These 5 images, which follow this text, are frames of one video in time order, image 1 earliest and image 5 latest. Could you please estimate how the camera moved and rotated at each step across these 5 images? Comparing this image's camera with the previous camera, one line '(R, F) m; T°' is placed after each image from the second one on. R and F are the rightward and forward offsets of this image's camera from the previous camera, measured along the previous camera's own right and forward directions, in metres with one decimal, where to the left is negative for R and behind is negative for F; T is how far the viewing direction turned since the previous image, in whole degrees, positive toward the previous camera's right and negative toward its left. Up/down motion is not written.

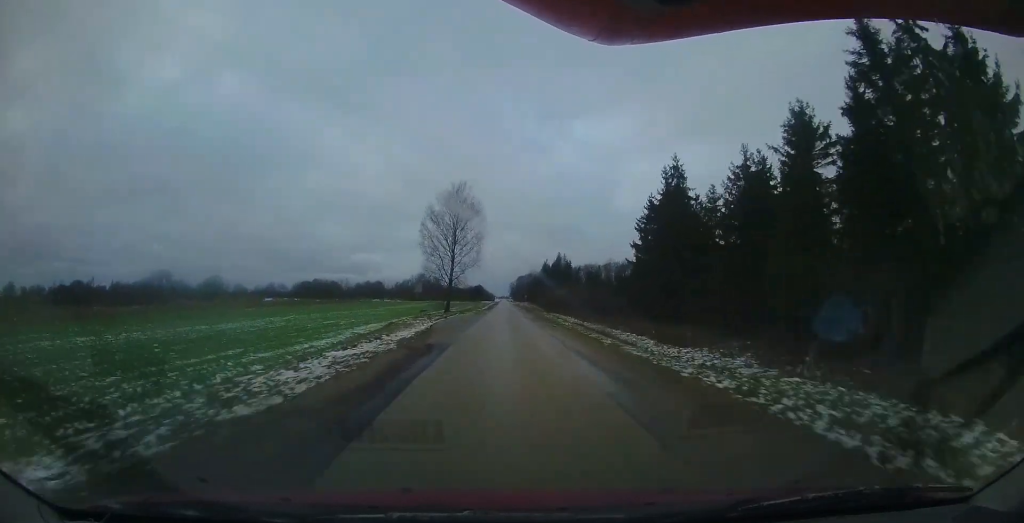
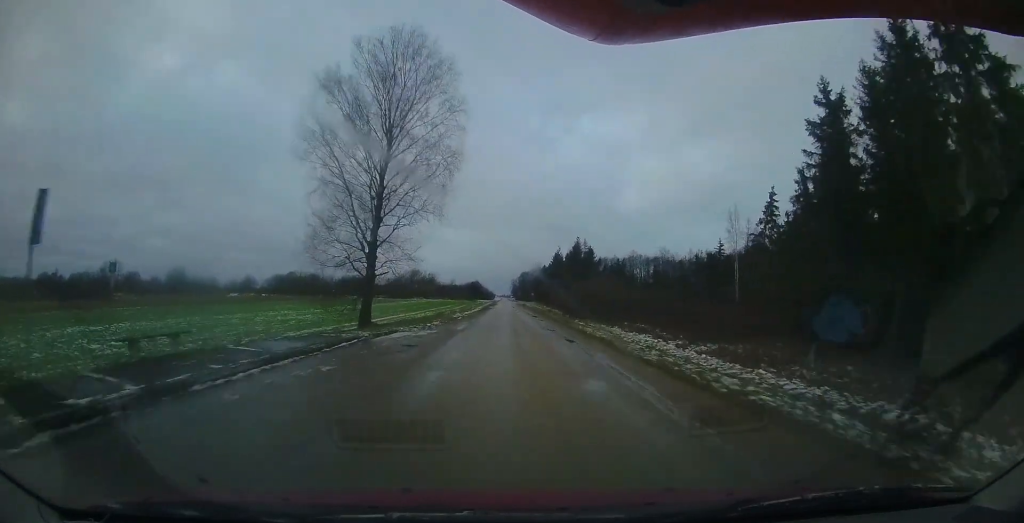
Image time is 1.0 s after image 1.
(-0.3, +27.5) m; 0°
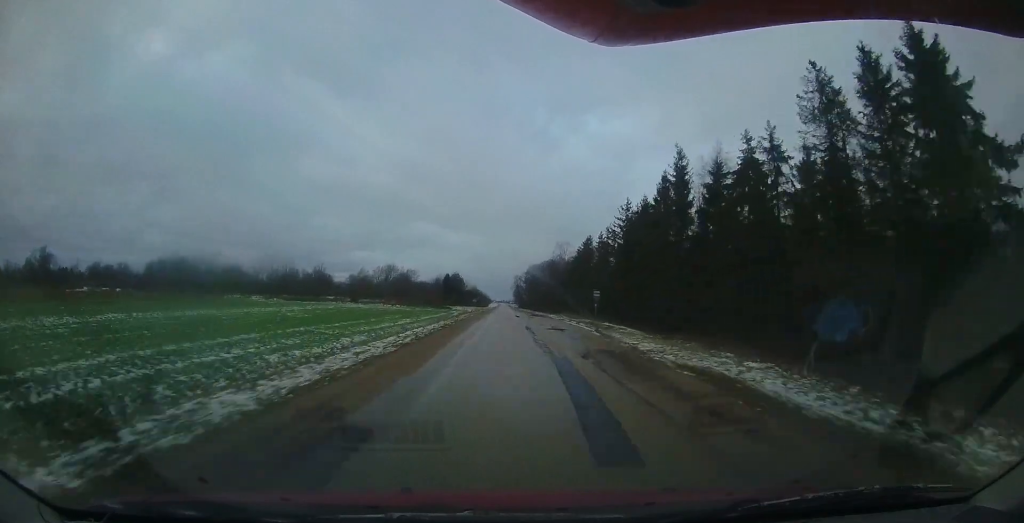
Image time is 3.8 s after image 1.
(+0.3, +72.7) m; -1°
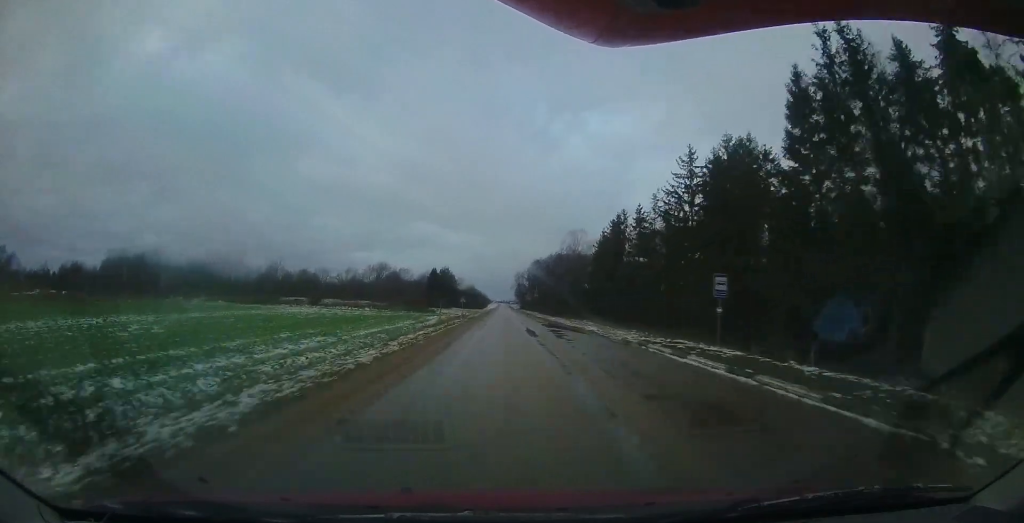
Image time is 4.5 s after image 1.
(-0.1, +18.5) m; -1°
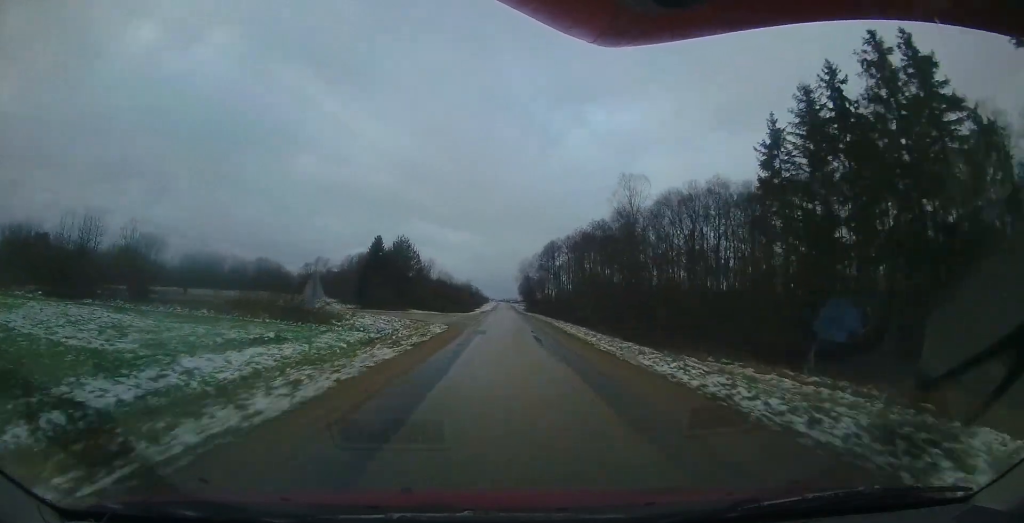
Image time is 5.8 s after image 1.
(-0.4, +35.9) m; 0°
